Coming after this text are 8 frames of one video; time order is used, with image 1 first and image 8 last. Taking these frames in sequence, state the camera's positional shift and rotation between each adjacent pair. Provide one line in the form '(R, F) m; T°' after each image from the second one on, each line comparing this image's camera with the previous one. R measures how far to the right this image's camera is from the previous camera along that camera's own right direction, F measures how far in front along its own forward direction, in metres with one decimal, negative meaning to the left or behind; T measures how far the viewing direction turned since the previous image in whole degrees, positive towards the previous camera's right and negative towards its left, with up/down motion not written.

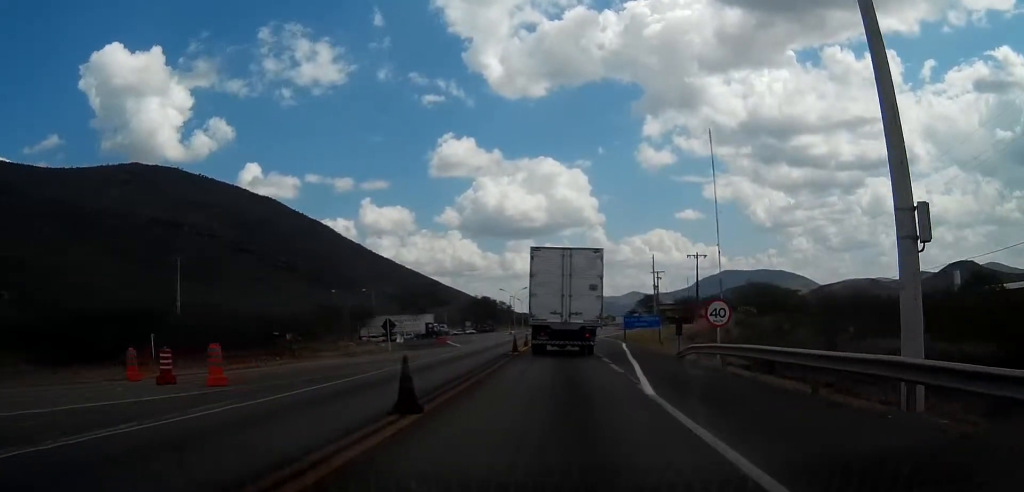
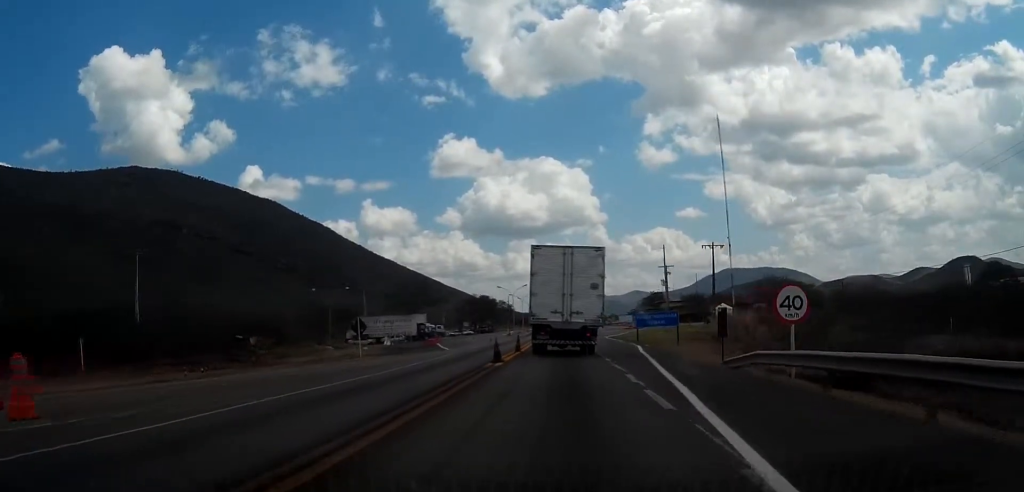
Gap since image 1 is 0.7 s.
(0.0, +8.6) m; 0°
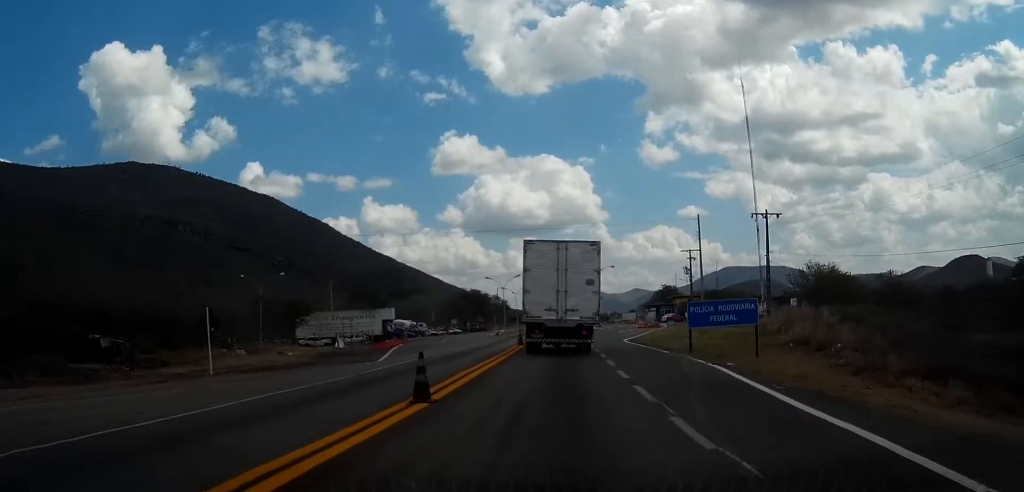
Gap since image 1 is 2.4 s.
(-0.1, +21.2) m; -1°
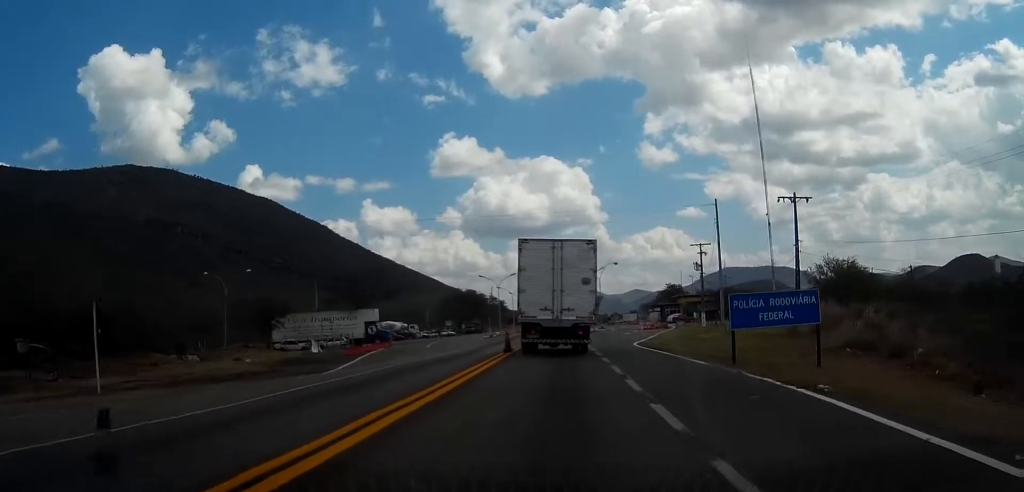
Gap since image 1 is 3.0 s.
(0.0, +7.6) m; 0°
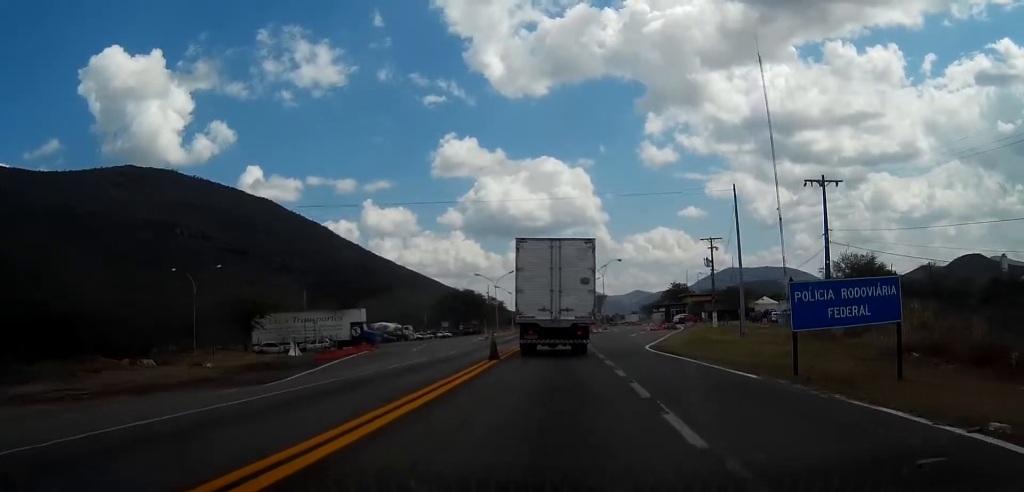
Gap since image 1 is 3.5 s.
(0.0, +5.8) m; 0°
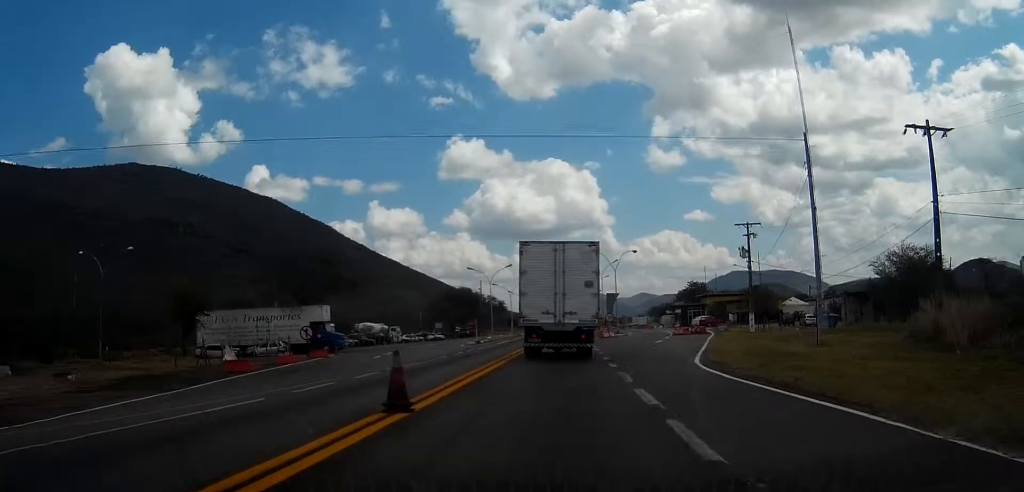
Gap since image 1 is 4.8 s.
(+0.1, +13.9) m; 0°
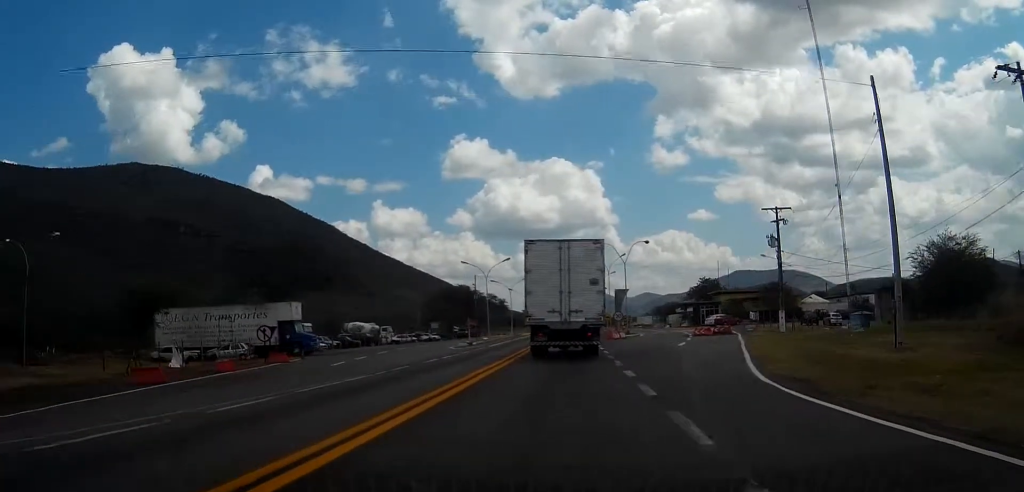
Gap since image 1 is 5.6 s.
(0.0, +8.1) m; 0°
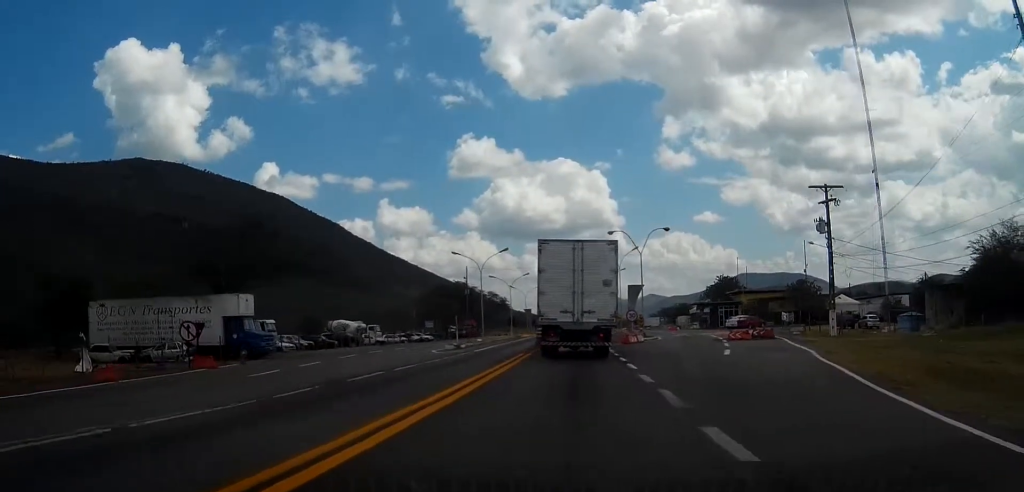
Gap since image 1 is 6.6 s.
(0.0, +10.0) m; 0°
